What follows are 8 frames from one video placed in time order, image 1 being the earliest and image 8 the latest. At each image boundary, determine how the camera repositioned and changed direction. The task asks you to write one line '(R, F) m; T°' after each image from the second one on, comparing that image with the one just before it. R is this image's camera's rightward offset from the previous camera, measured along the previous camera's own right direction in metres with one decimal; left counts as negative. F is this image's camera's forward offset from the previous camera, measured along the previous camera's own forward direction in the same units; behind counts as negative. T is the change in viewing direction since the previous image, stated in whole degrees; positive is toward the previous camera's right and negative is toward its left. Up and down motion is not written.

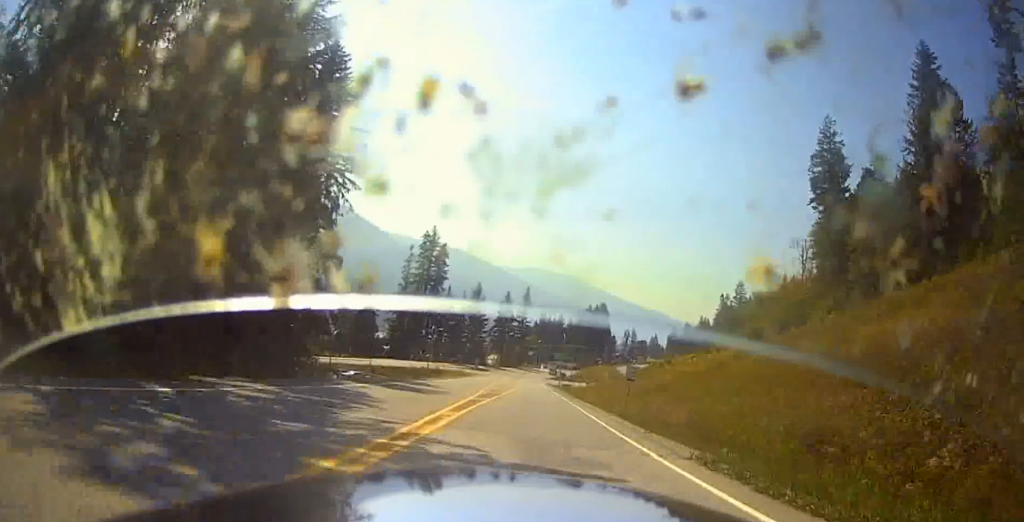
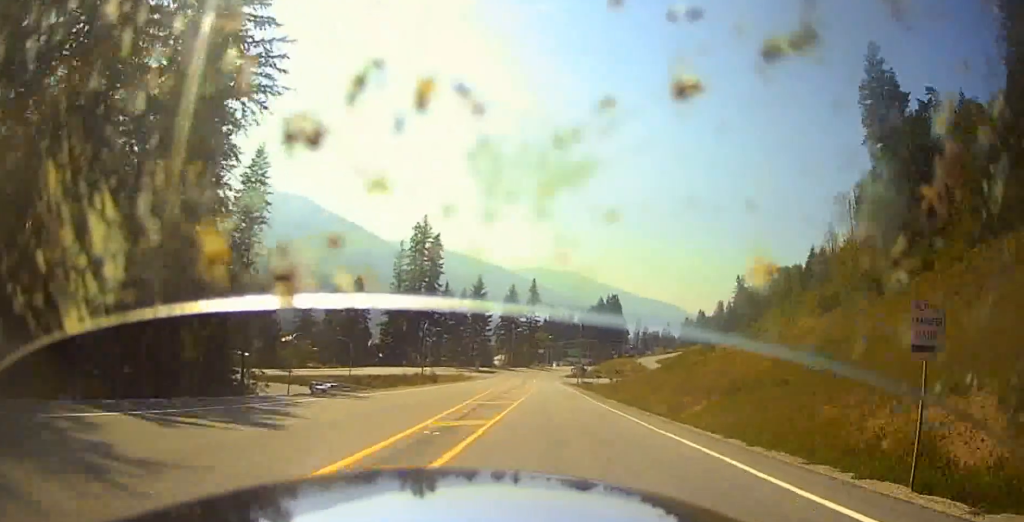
(-0.5, +23.4) m; -4°
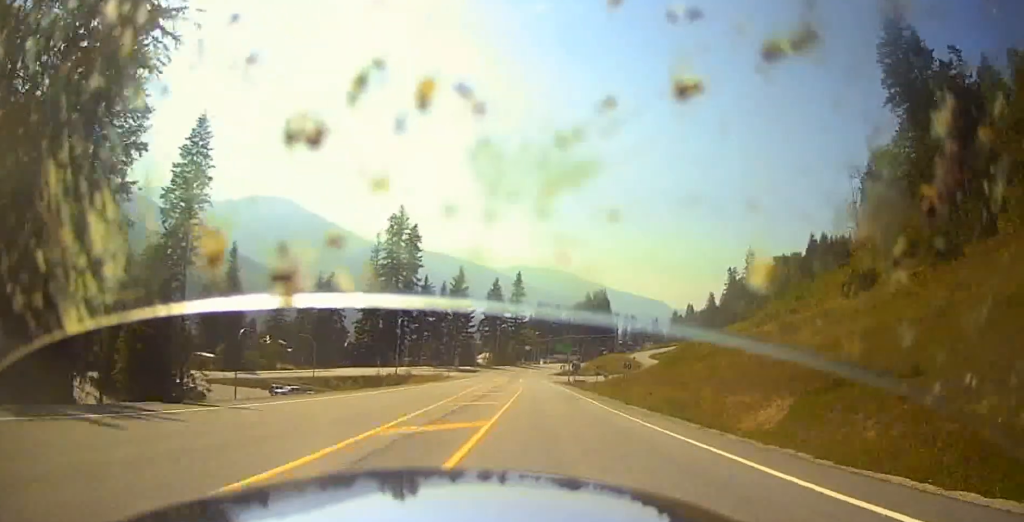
(-0.4, +12.2) m; -2°
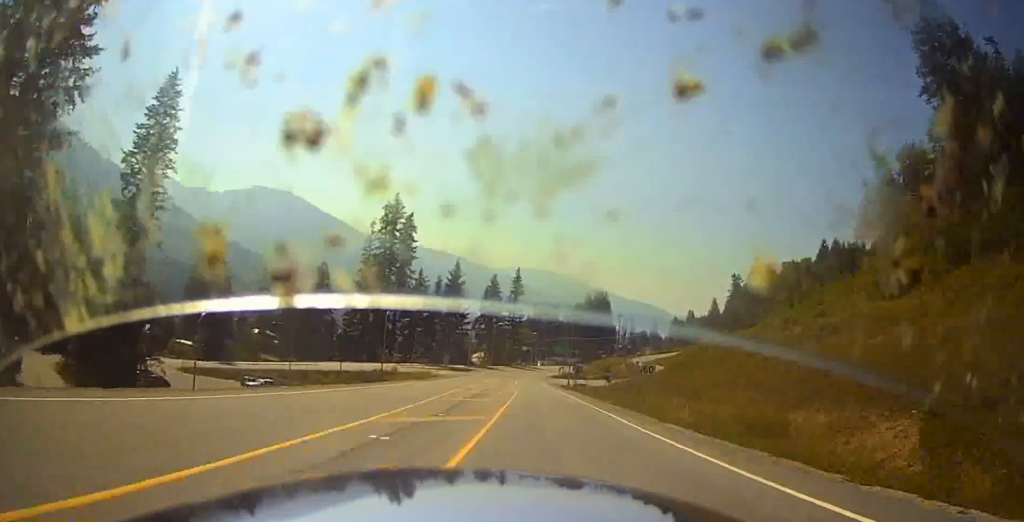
(-0.1, +8.6) m; -1°
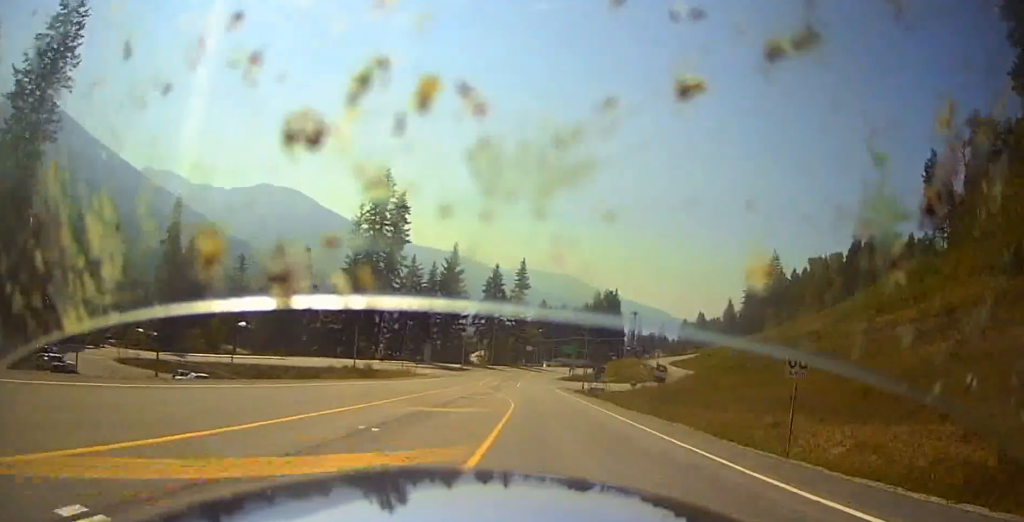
(0.0, +19.3) m; +1°
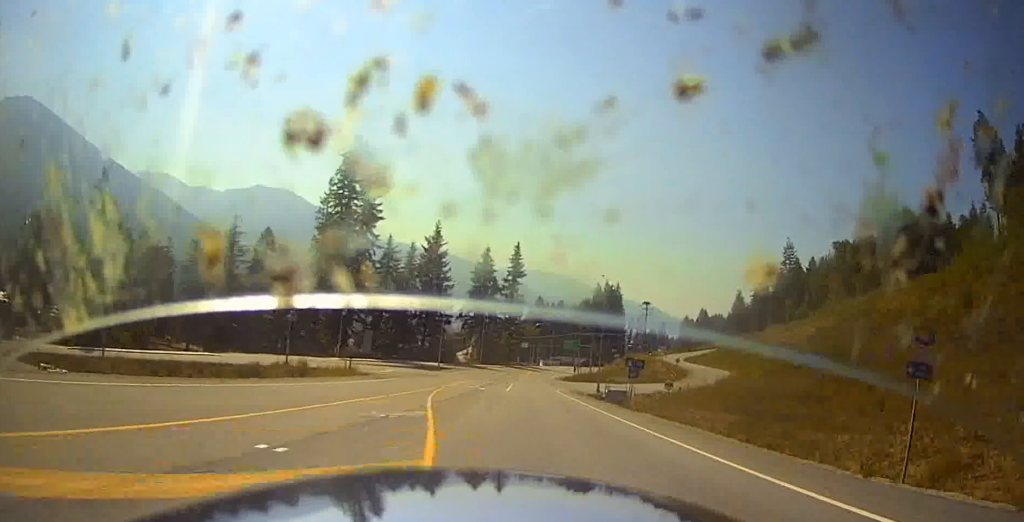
(+0.6, +22.4) m; 0°
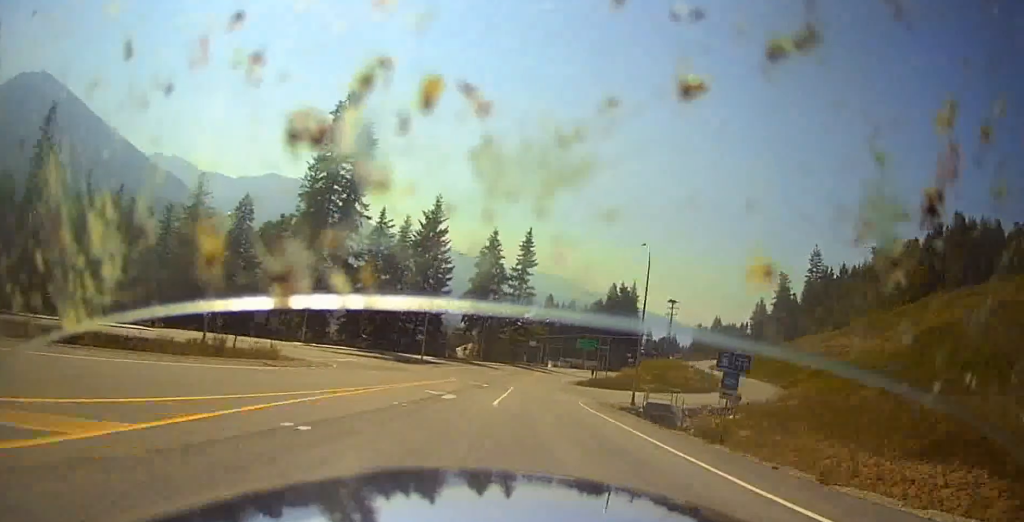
(-0.5, +17.3) m; 0°
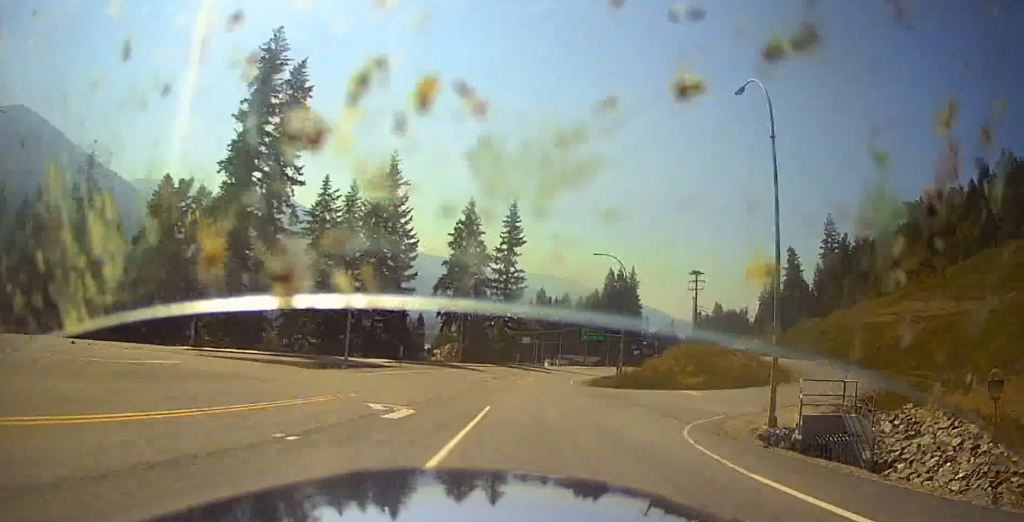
(+1.0, +24.2) m; +3°
